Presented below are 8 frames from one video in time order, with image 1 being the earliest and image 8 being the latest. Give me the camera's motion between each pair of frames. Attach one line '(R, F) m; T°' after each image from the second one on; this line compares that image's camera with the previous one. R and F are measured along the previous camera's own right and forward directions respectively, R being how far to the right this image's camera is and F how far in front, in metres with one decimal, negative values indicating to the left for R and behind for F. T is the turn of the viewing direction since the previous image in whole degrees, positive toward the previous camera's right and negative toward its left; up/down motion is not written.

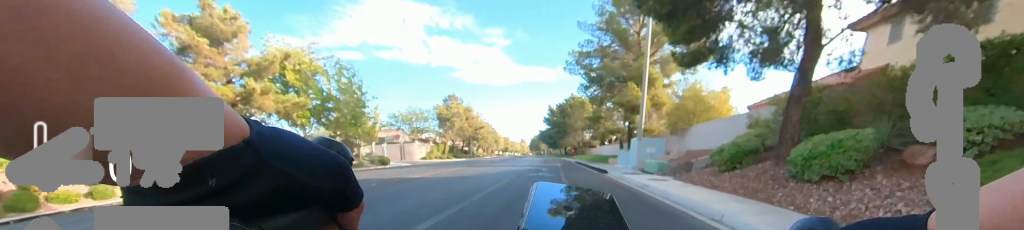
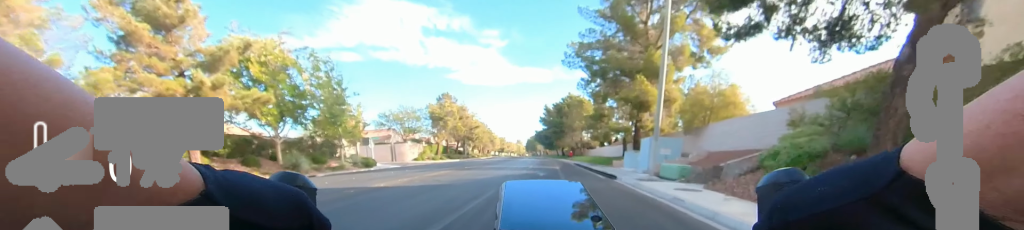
(+0.1, +1.9) m; +2°
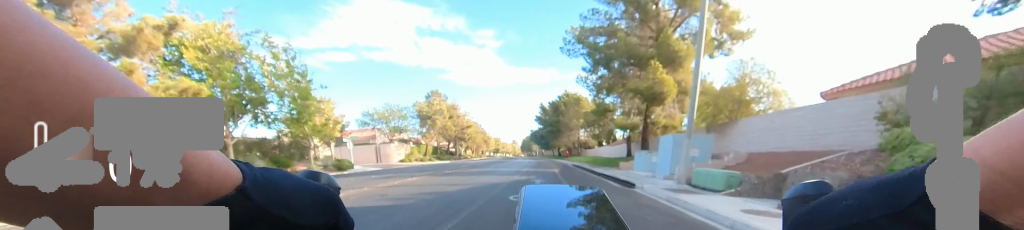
(0.0, +2.5) m; 0°
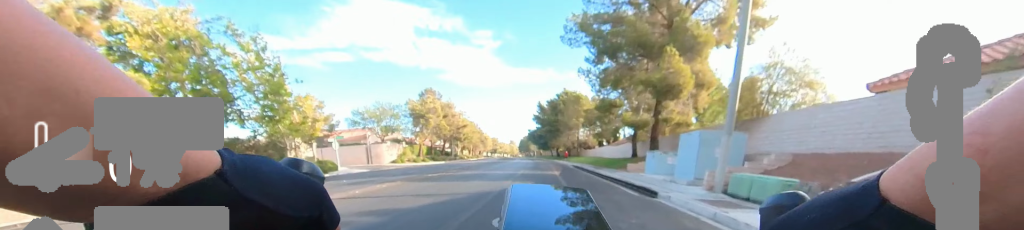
(0.0, +2.2) m; 0°
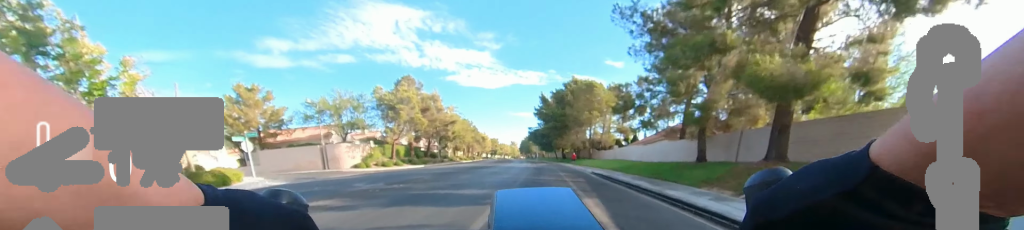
(0.0, +12.6) m; 0°
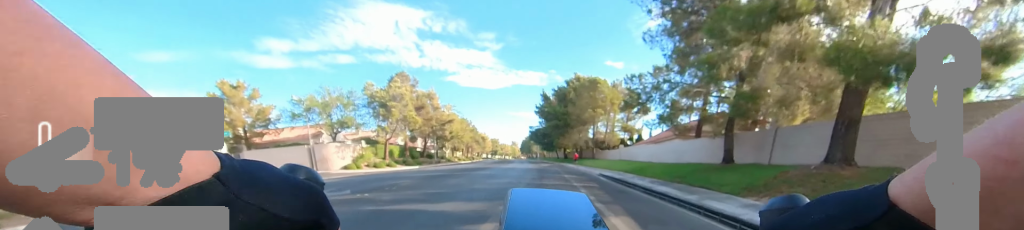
(0.0, +2.5) m; 0°
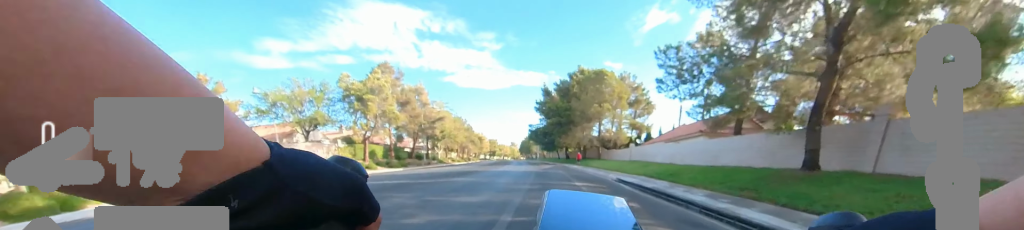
(0.0, +5.0) m; -1°
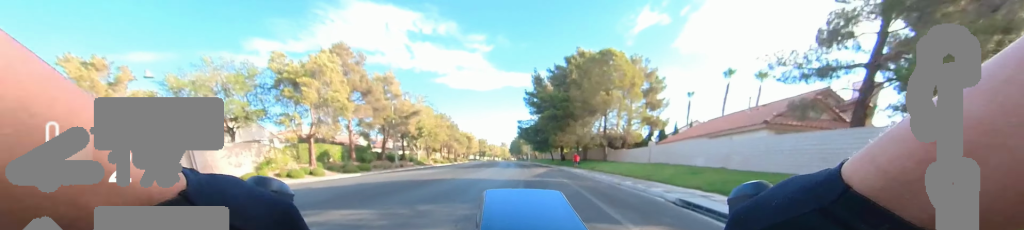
(-0.7, +8.6) m; -10°
